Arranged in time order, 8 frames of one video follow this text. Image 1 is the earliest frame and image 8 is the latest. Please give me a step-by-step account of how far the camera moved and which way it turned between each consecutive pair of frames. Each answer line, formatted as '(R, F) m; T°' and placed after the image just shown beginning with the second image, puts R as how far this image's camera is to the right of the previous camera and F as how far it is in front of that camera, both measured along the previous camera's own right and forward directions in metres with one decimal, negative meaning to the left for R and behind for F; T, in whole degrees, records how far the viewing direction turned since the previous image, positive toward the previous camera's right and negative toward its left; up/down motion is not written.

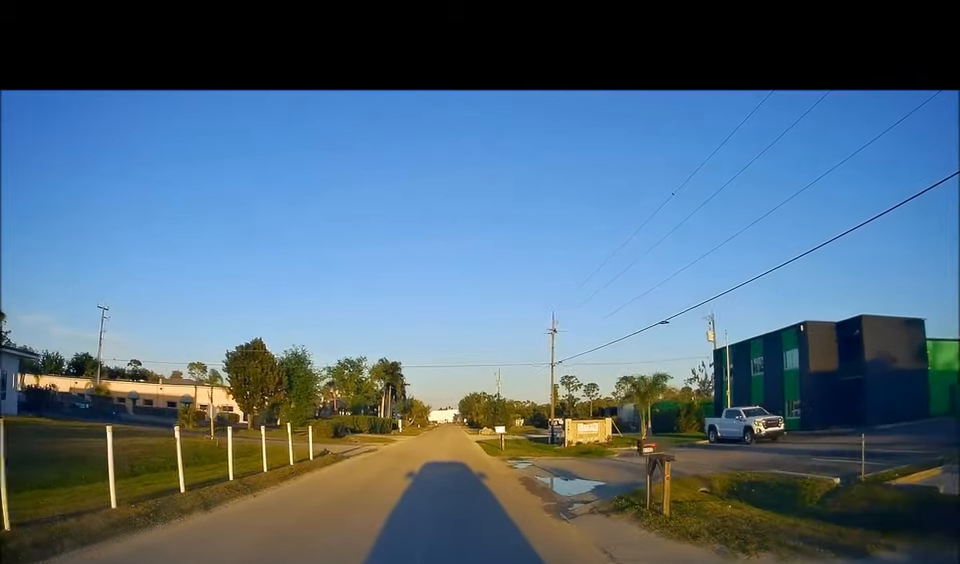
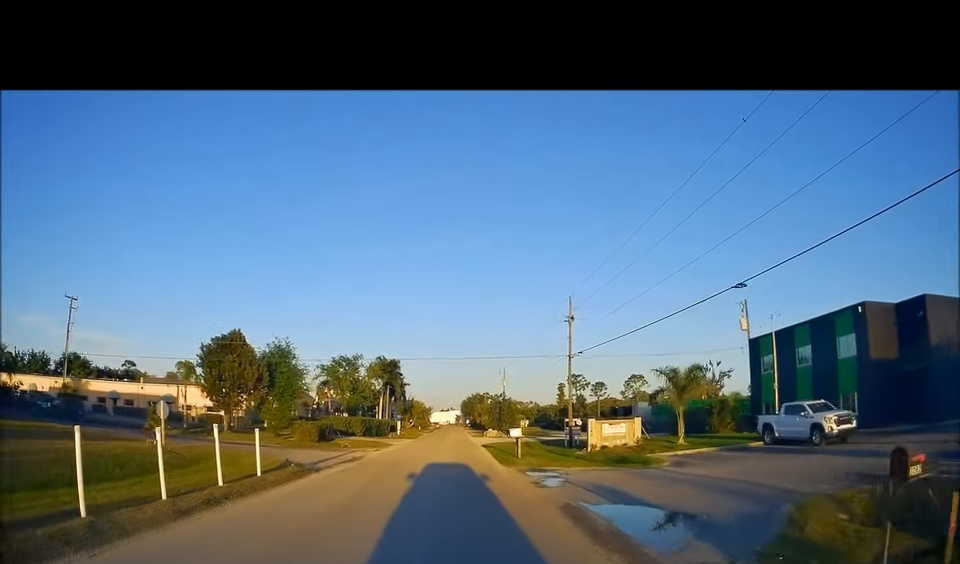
(0.0, +5.5) m; 0°
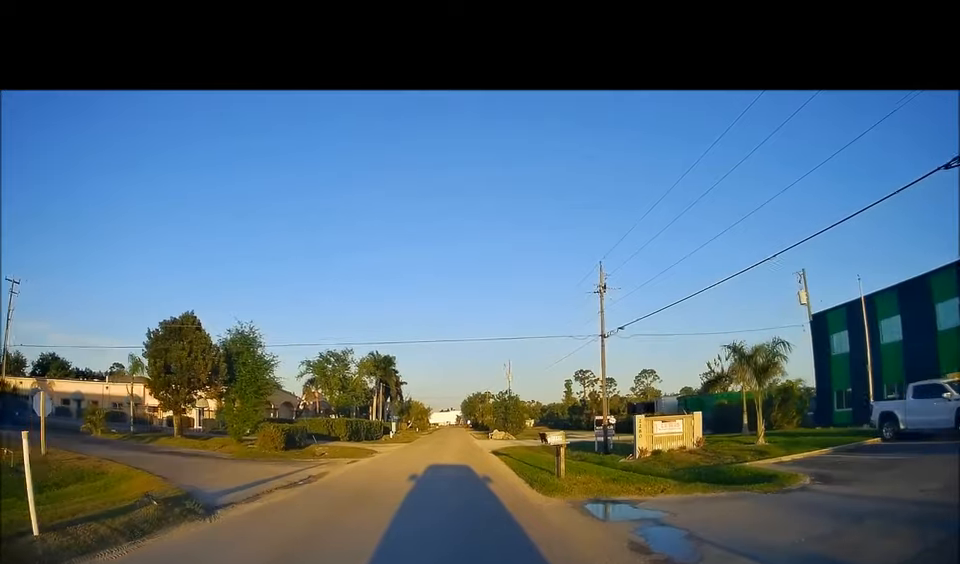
(0.0, +8.4) m; -1°
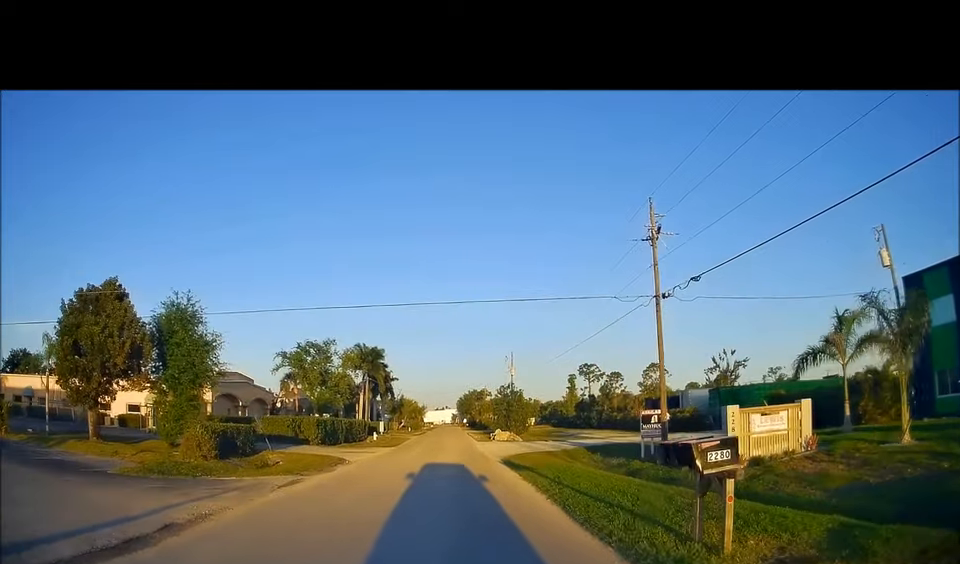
(-0.2, +9.0) m; -3°
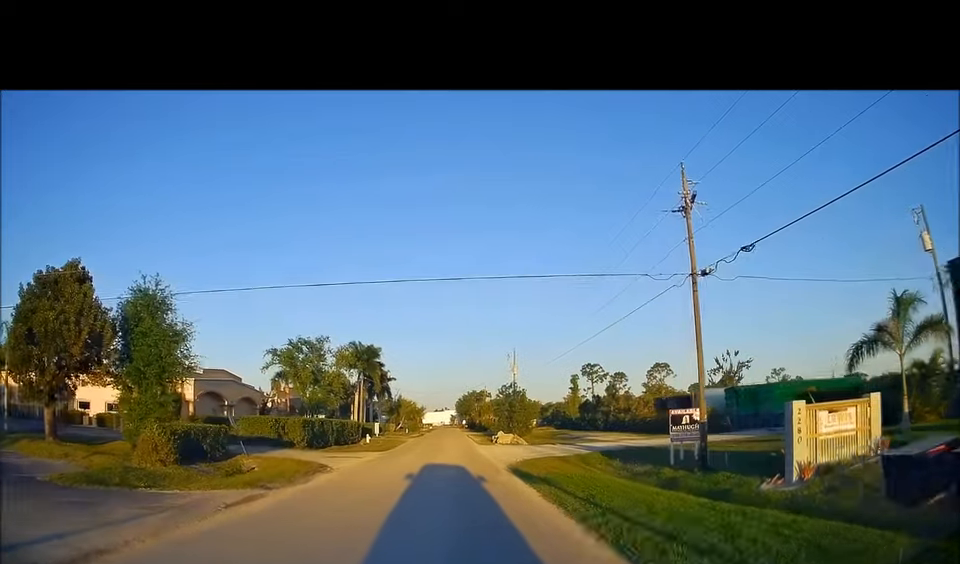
(-0.2, +3.5) m; 0°
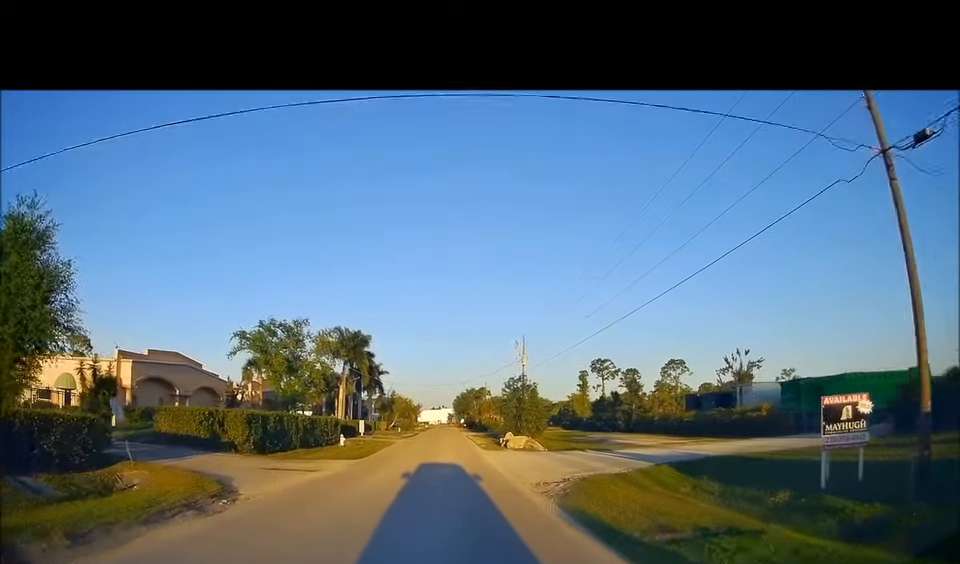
(+0.4, +9.6) m; +4°
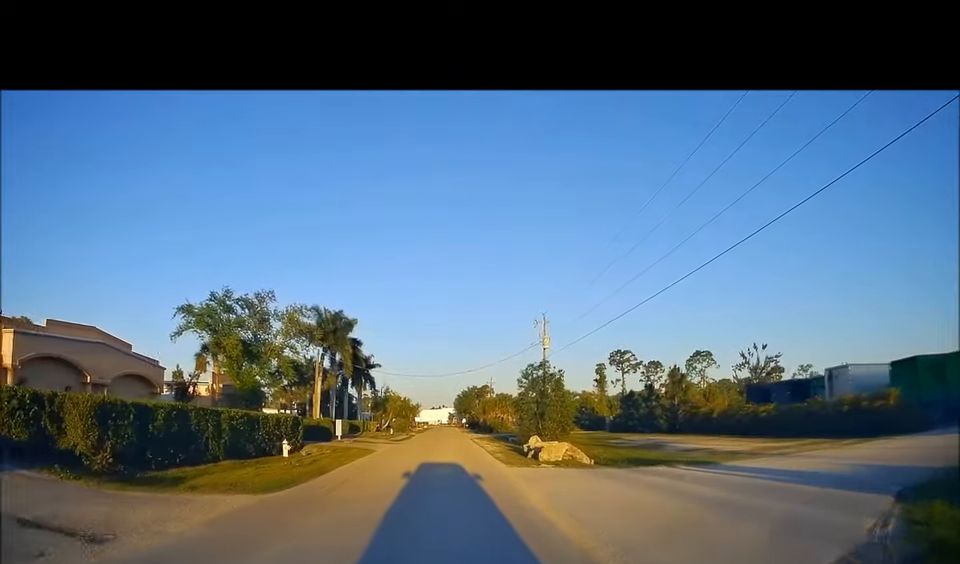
(+0.1, +12.0) m; +2°
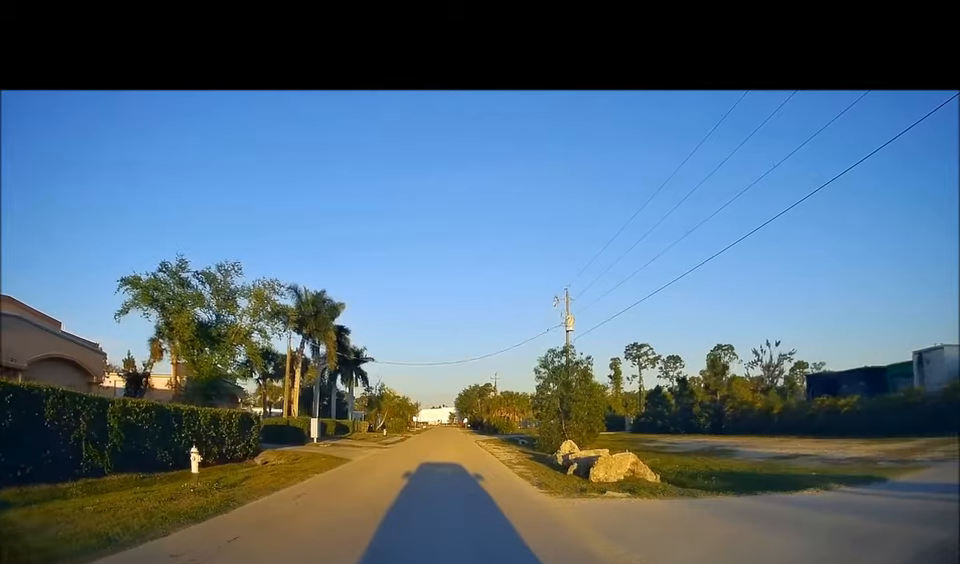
(+0.3, +8.2) m; +2°
